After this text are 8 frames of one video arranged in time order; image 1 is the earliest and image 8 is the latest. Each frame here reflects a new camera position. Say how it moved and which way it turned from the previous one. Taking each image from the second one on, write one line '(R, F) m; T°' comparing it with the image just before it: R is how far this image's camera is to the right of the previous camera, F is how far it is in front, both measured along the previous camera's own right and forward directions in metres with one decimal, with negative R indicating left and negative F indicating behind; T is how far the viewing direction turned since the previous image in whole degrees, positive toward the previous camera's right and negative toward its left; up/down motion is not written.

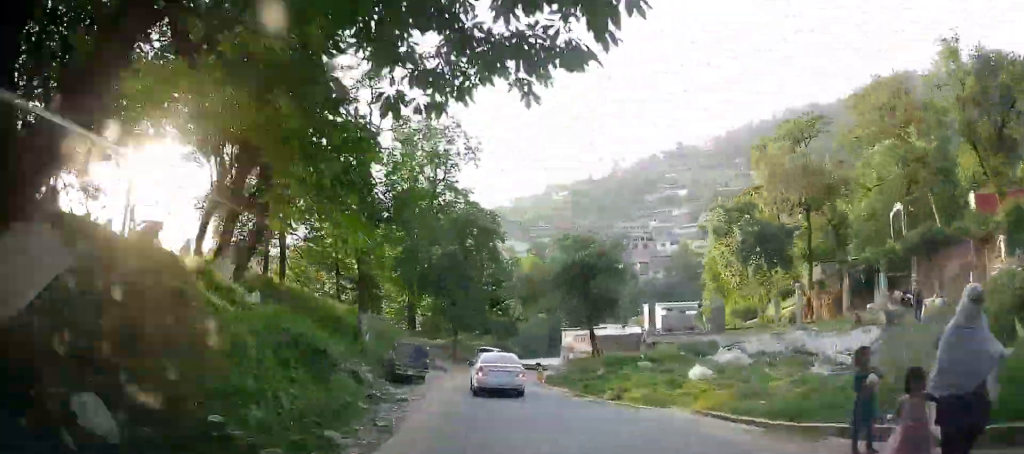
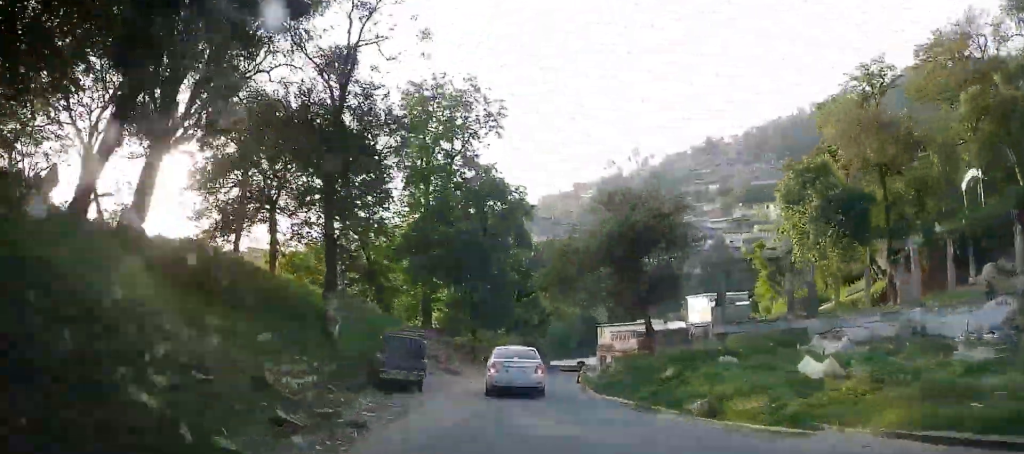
(0.0, +10.9) m; -7°
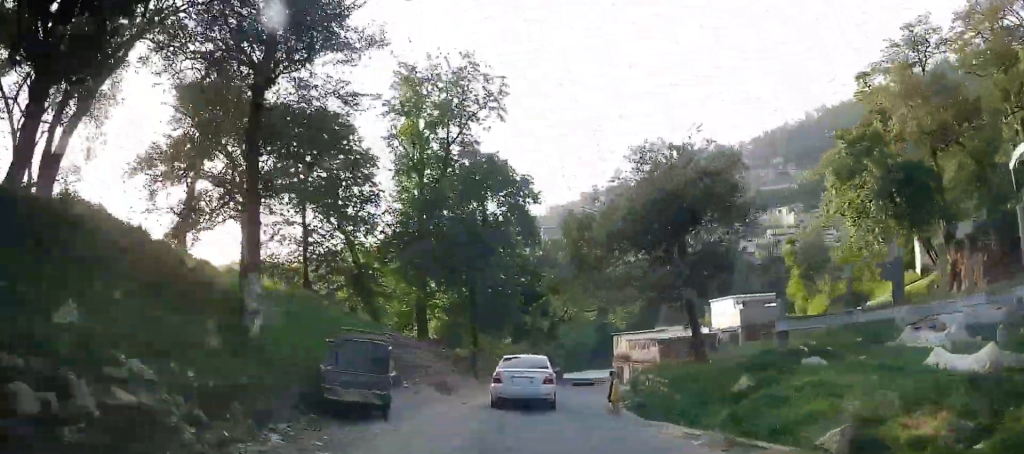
(+1.2, +9.3) m; -6°
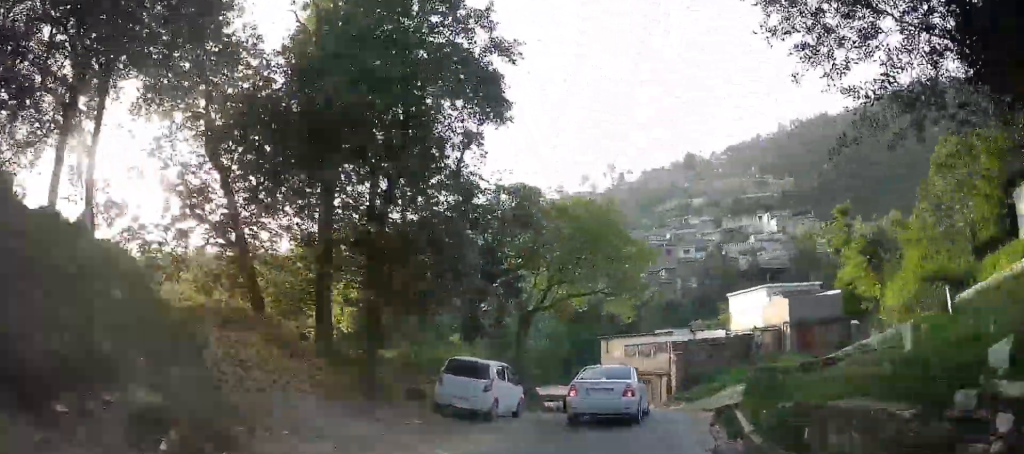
(-6.4, +20.0) m; -21°
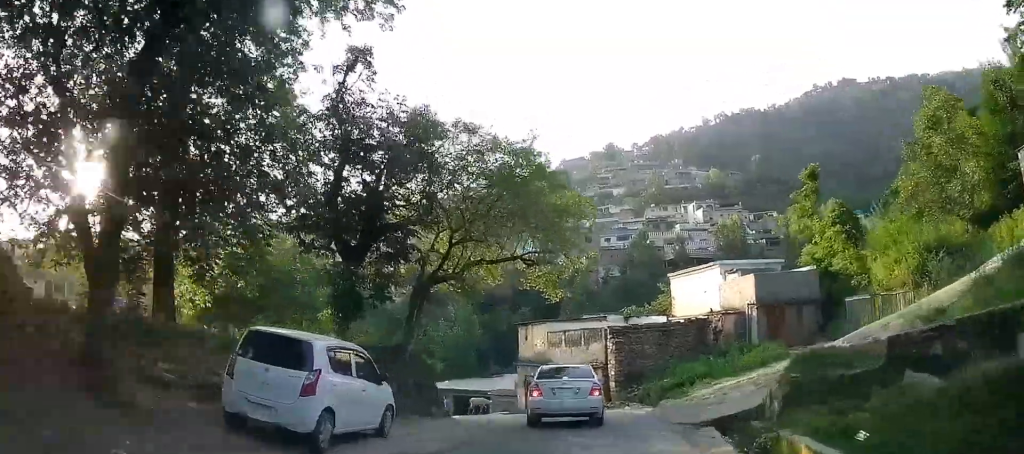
(-0.3, +8.5) m; +2°
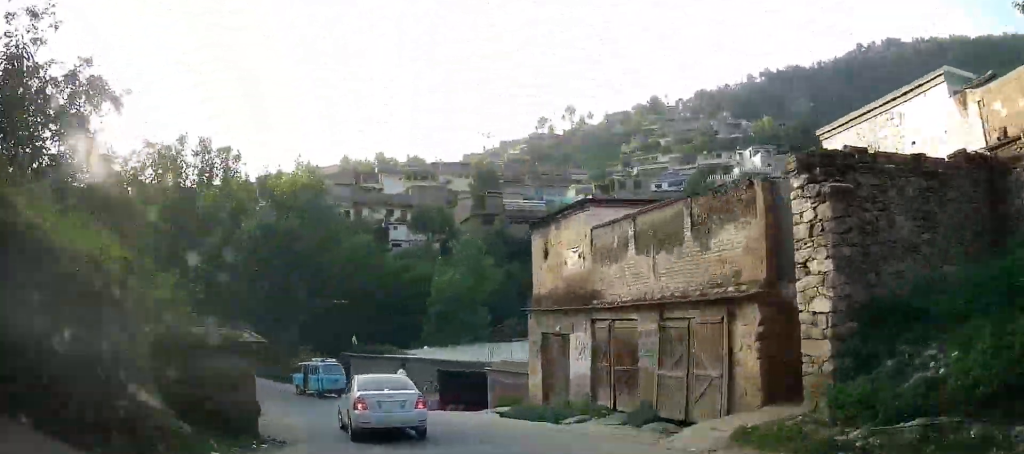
(+2.5, +20.9) m; +9°
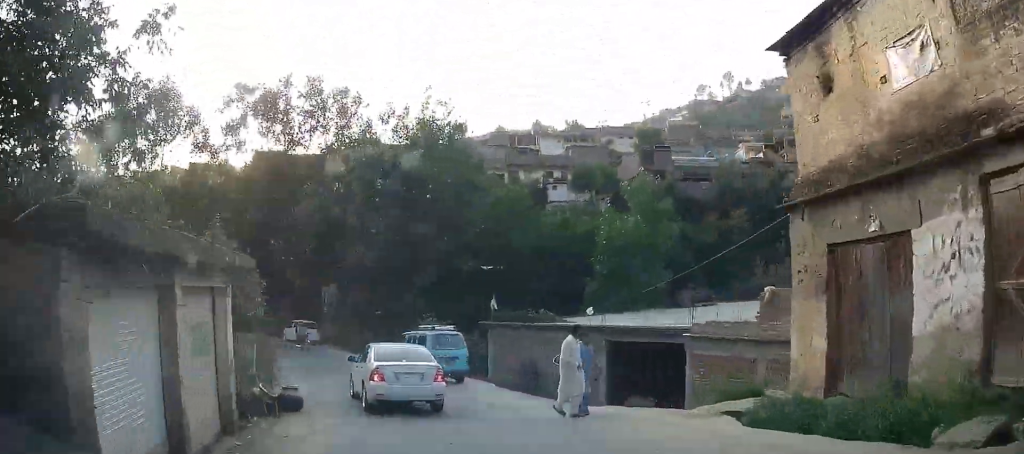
(-0.1, +10.2) m; -6°
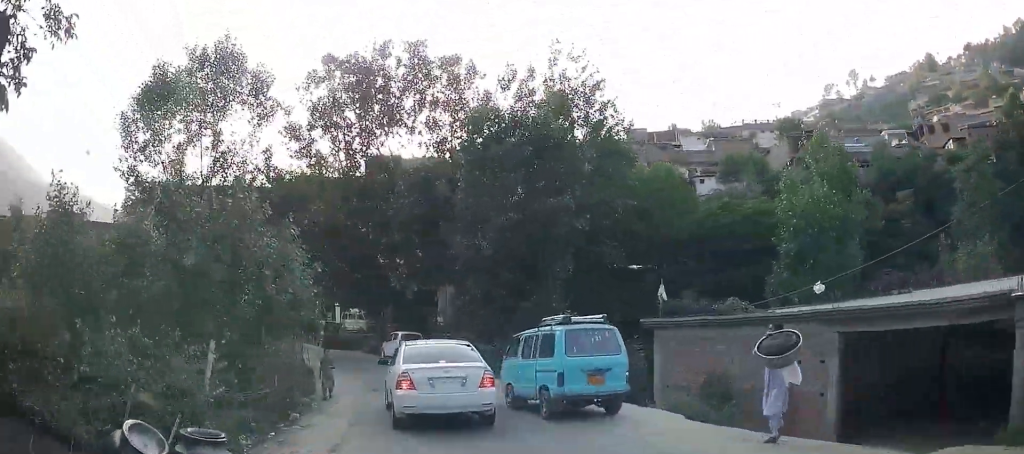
(-0.6, +10.1) m; -12°
